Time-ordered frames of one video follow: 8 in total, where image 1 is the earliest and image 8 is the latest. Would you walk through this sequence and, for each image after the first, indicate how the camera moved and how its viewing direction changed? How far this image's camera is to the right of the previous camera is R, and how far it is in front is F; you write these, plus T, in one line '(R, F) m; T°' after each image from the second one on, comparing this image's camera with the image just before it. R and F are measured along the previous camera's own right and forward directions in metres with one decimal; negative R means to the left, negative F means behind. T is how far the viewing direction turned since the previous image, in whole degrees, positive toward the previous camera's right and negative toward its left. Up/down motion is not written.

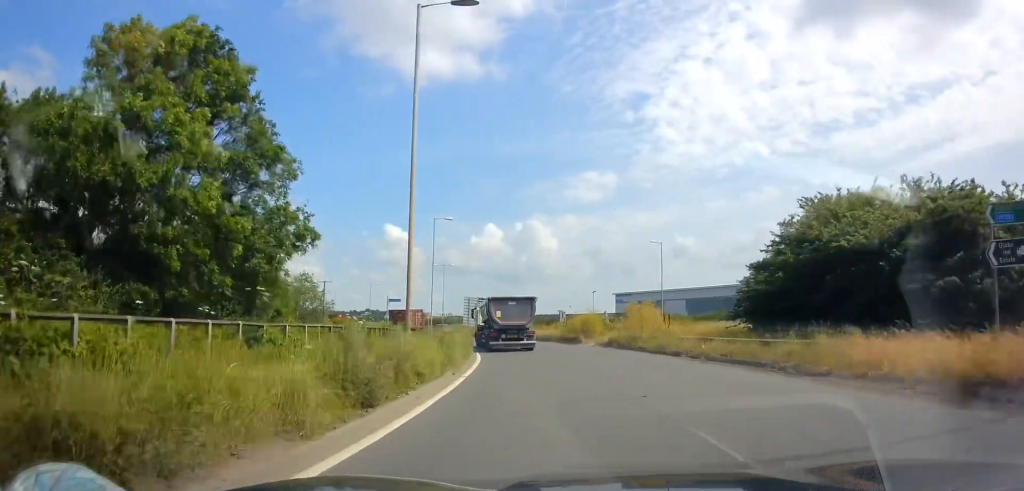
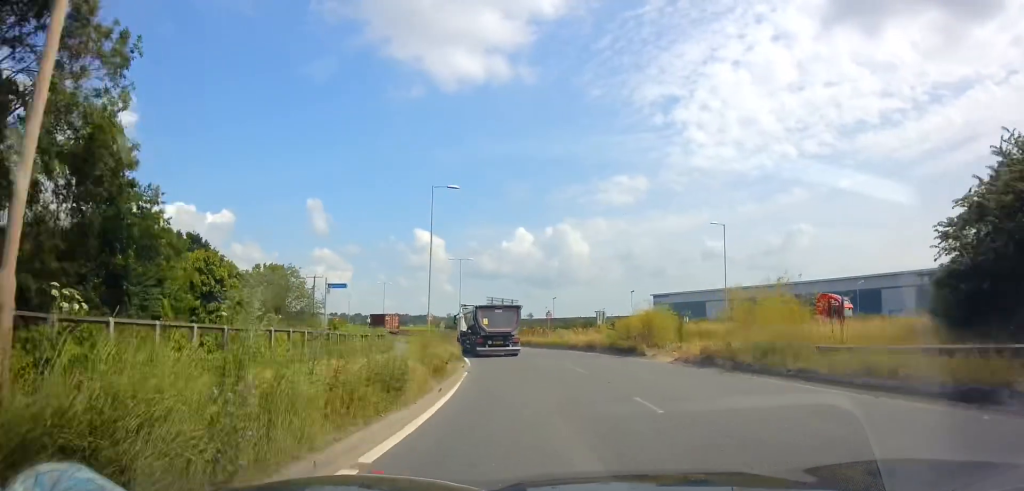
(-0.8, +15.2) m; -4°
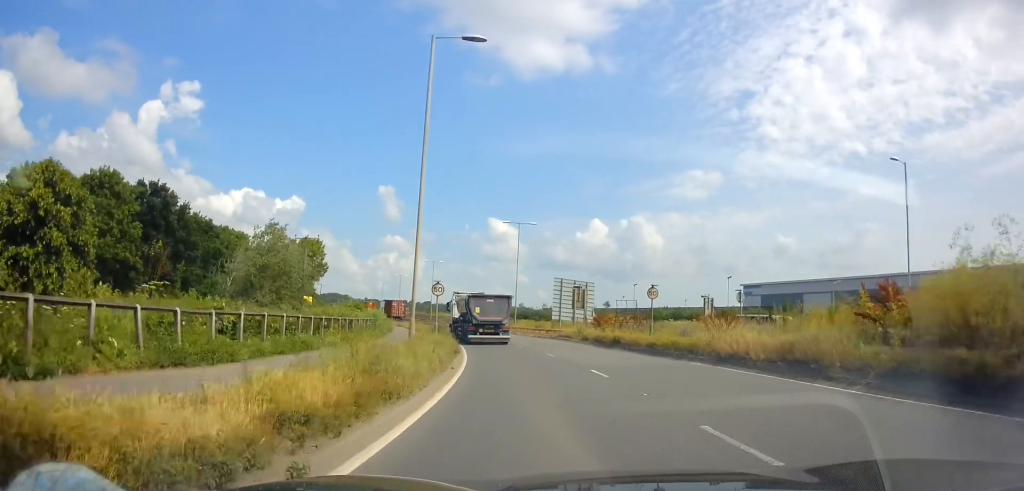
(-0.6, +20.9) m; -5°
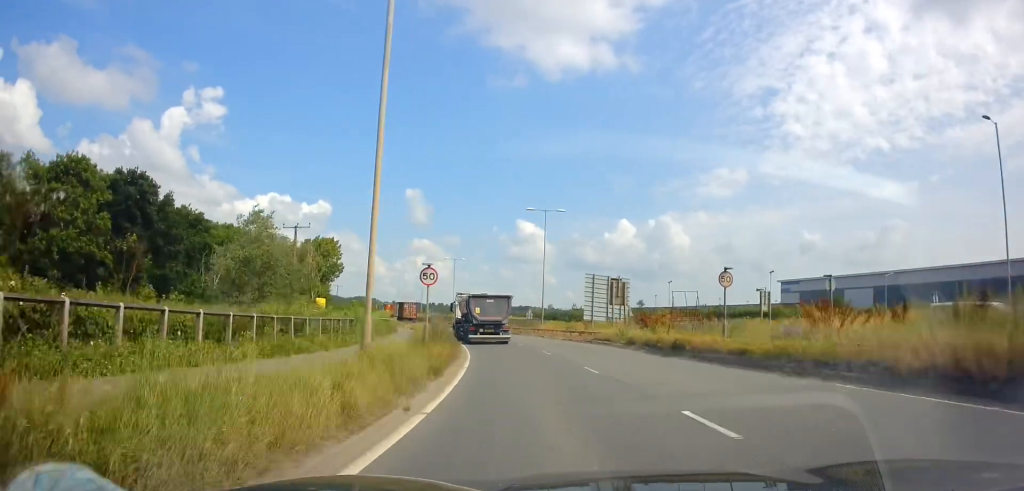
(0.0, +7.7) m; -3°
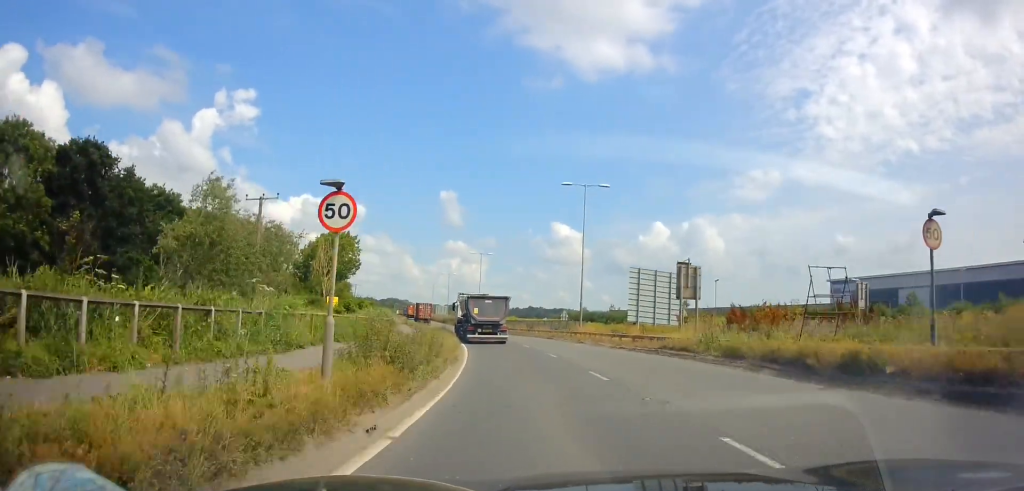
(-0.6, +10.7) m; -3°
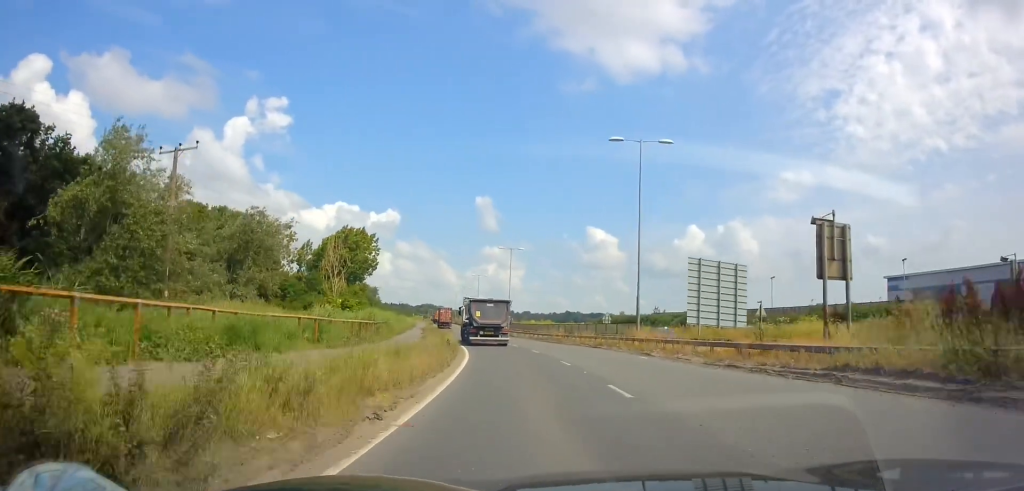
(-0.3, +11.8) m; -3°
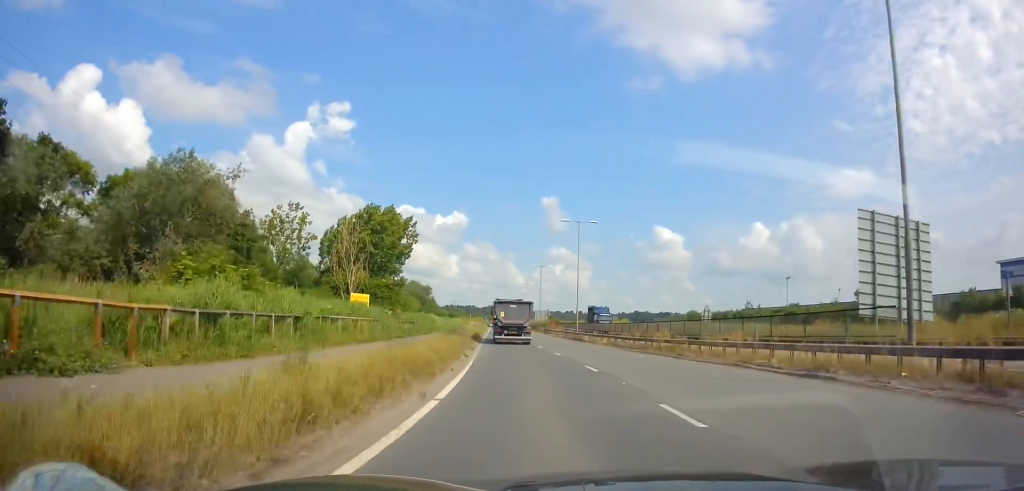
(-1.1, +20.9) m; -7°
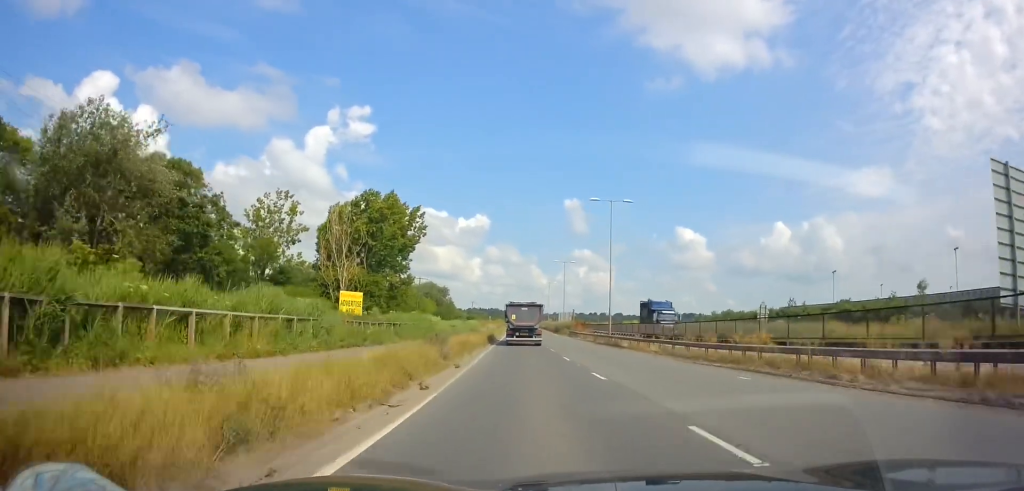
(-0.4, +11.1) m; -3°
